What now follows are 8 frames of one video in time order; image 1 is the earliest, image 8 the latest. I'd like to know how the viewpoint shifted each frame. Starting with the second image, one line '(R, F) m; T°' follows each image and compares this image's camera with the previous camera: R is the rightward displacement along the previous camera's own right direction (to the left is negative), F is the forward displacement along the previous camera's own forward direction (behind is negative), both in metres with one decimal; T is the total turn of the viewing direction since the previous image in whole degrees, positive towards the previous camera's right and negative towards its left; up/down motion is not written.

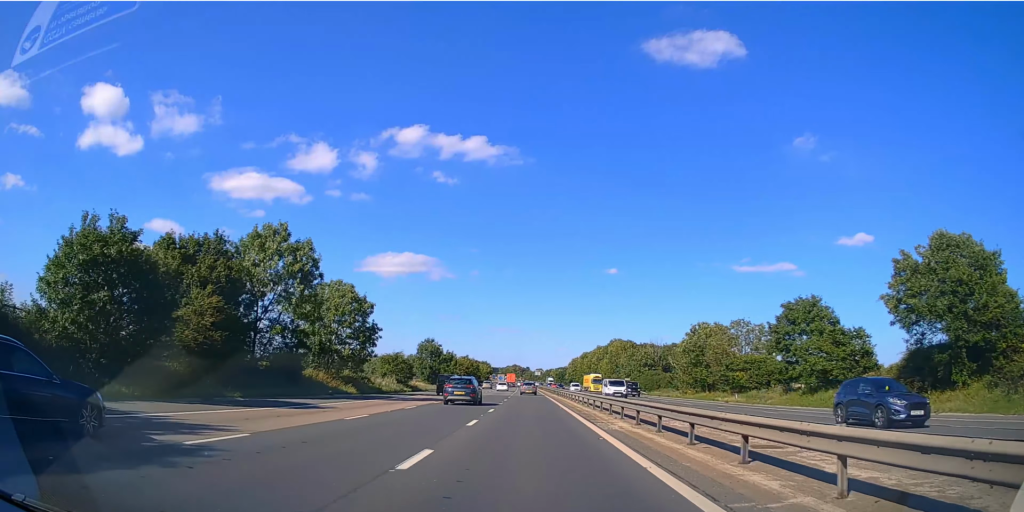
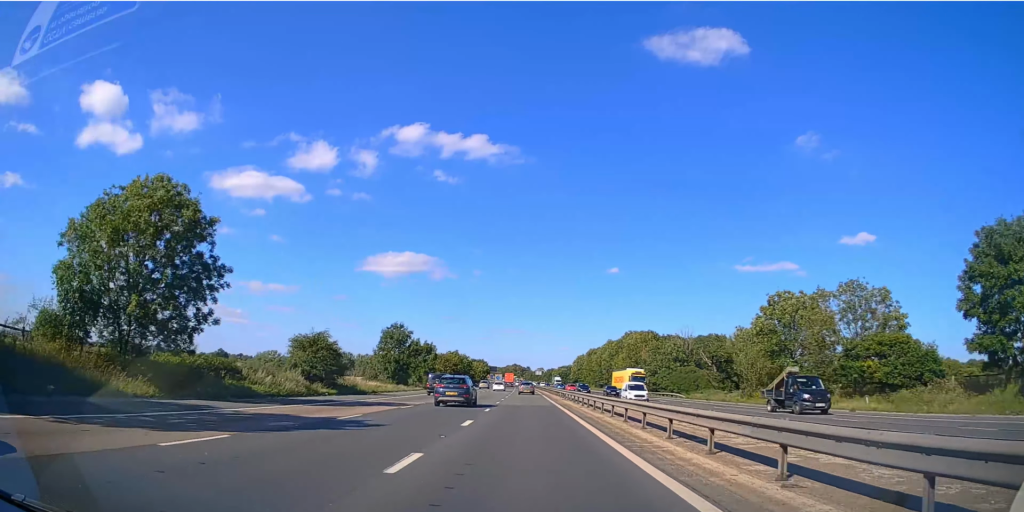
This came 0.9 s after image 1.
(0.0, +28.0) m; -1°
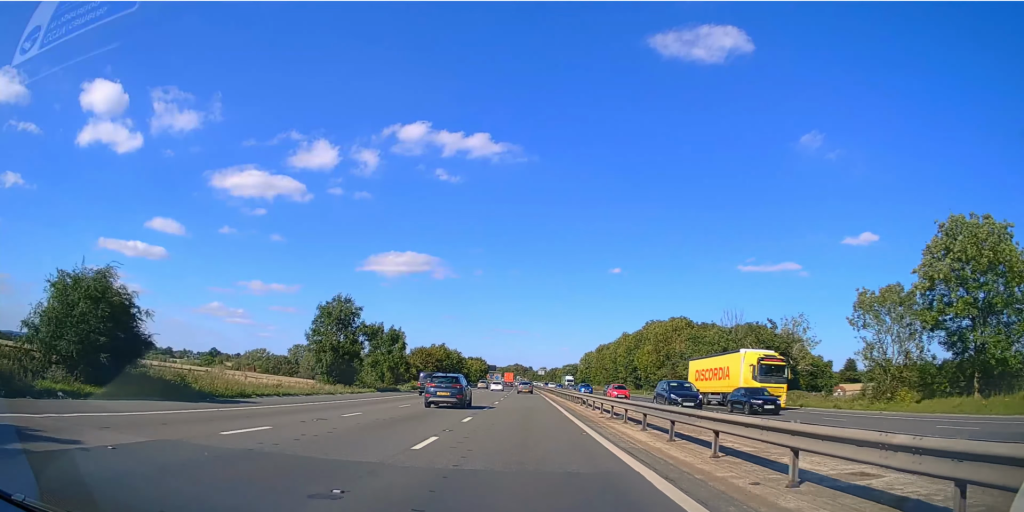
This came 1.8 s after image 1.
(-0.3, +27.3) m; 0°
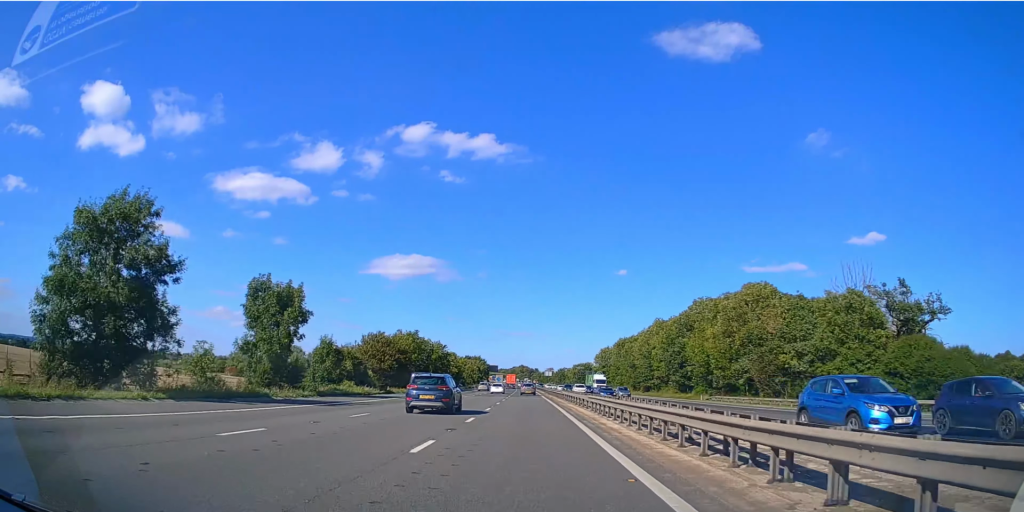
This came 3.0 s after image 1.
(+0.2, +36.2) m; 0°
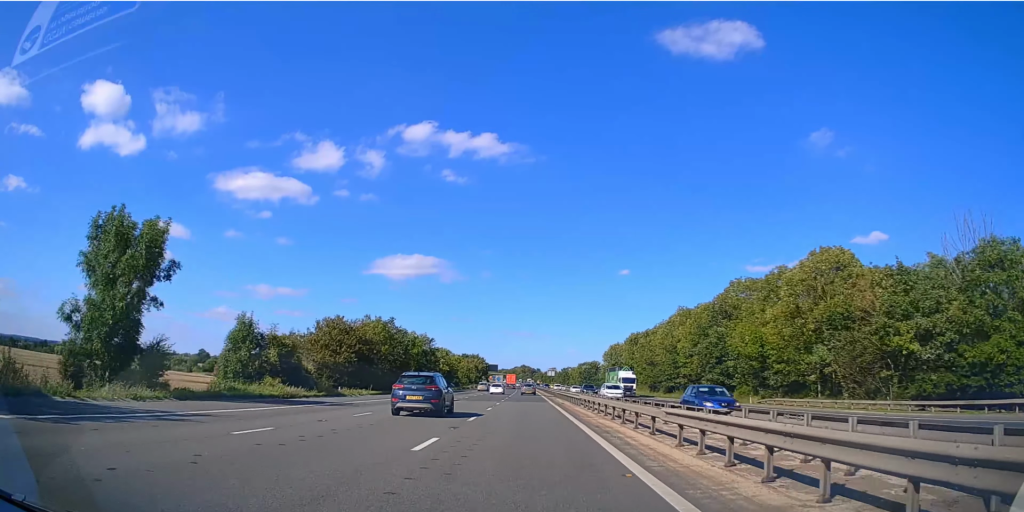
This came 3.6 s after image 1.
(+0.1, +19.0) m; 0°
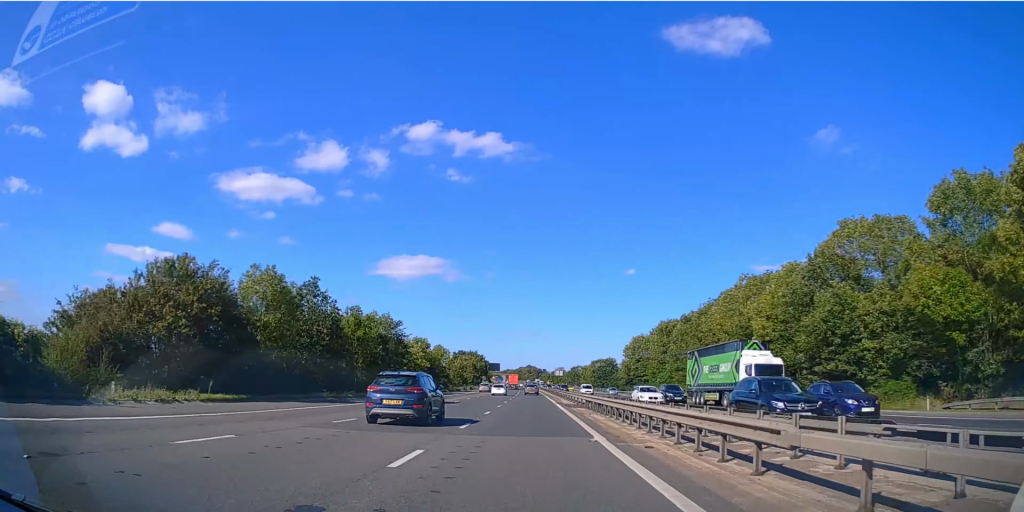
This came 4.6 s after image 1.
(-0.3, +33.0) m; -1°
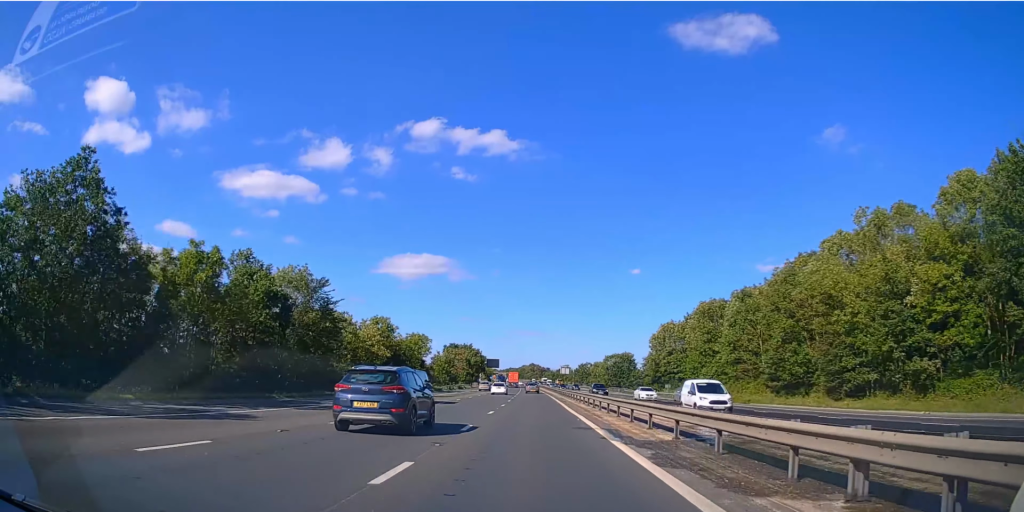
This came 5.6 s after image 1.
(0.0, +34.2) m; 0°
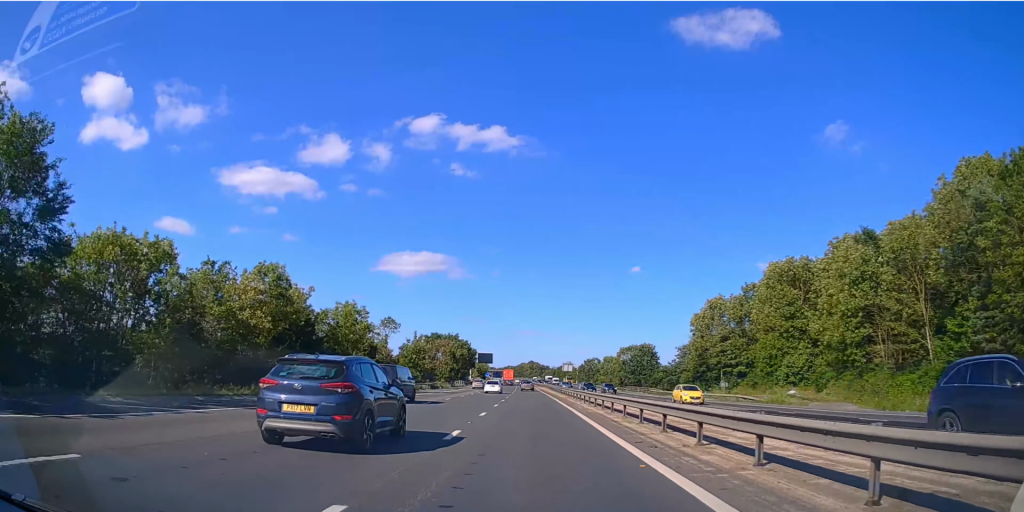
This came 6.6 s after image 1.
(-0.1, +34.3) m; 0°
